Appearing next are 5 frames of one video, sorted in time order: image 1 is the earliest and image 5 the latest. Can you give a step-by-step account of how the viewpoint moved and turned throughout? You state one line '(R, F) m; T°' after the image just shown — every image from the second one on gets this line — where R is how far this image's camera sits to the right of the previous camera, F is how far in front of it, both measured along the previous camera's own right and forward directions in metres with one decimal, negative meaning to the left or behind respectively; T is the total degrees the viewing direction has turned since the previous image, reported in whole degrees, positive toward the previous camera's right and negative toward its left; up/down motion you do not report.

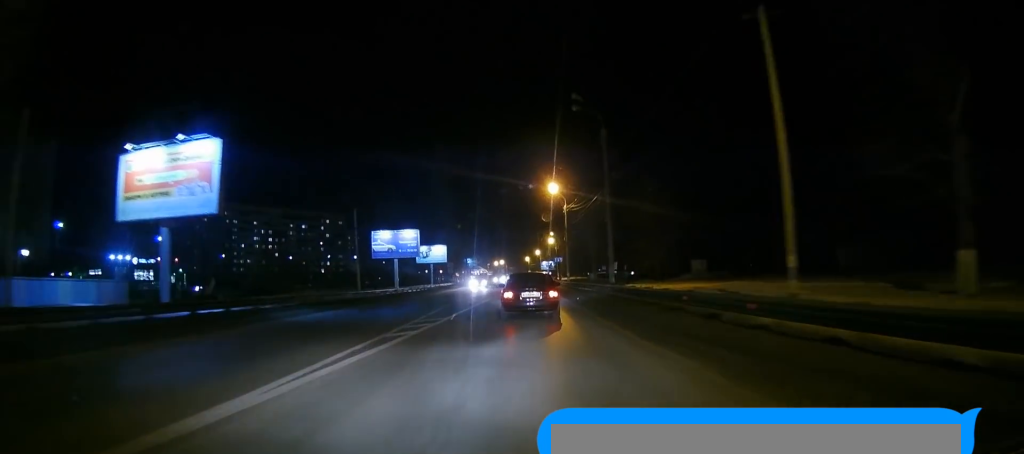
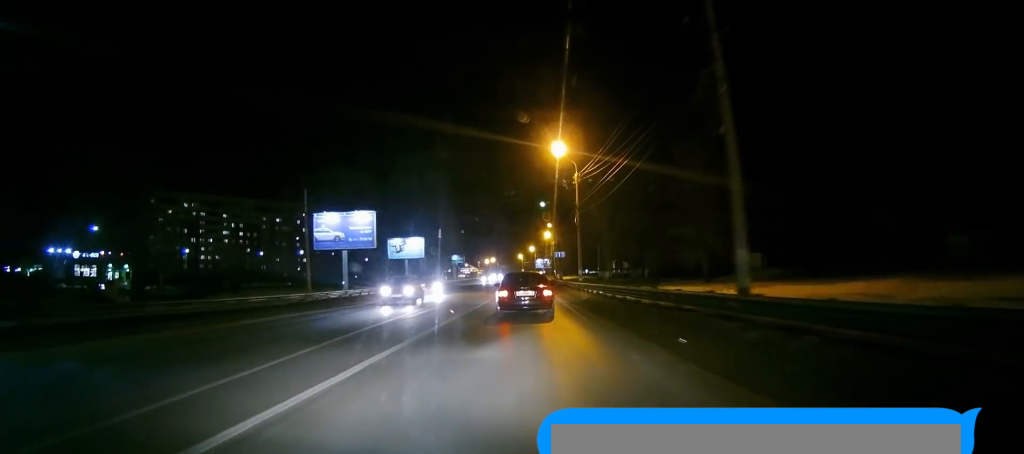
(0.0, +19.3) m; +5°
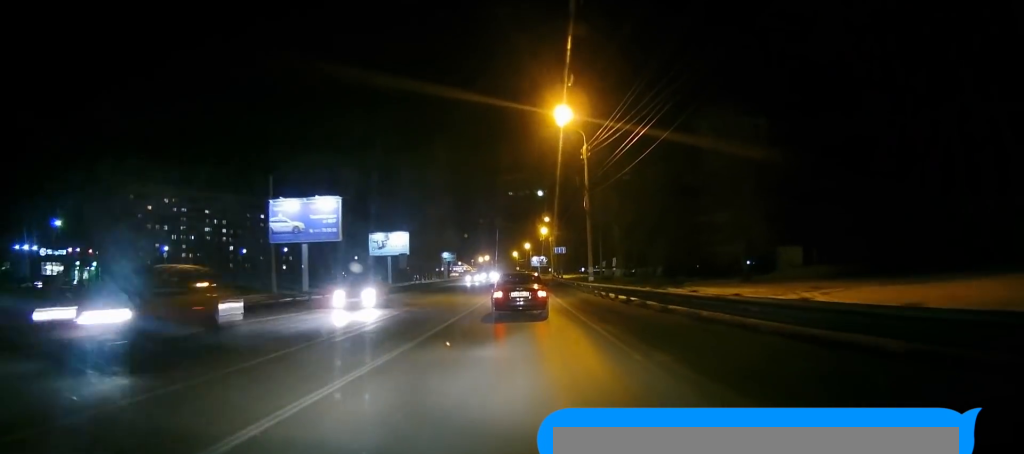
(+1.0, +9.3) m; 0°
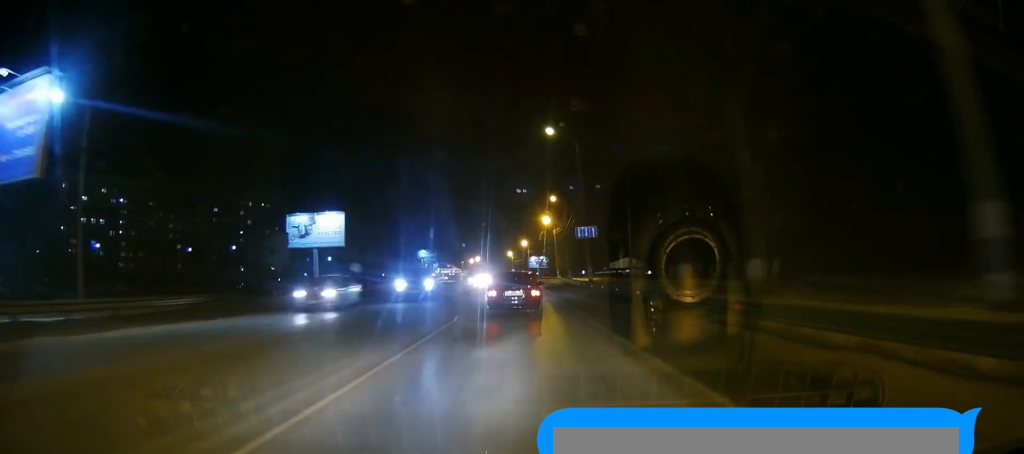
(-1.2, +30.1) m; 0°
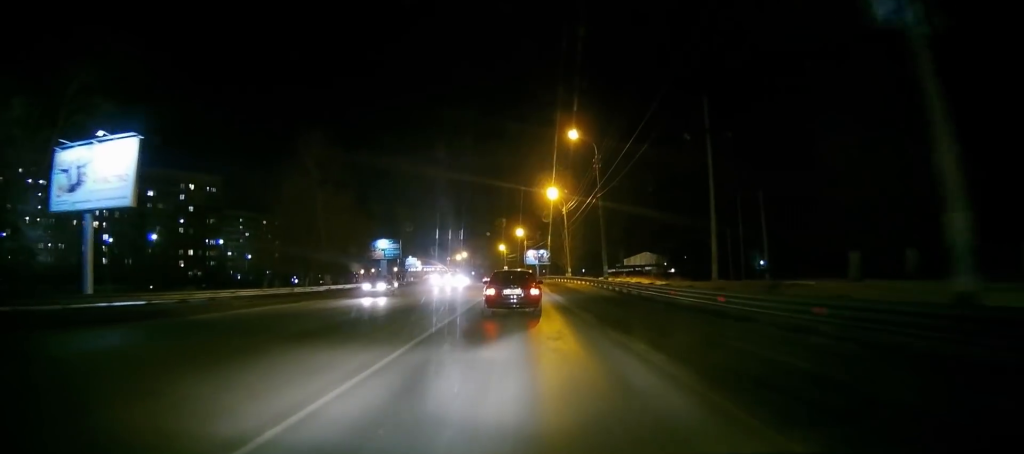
(+0.3, +33.2) m; 0°
